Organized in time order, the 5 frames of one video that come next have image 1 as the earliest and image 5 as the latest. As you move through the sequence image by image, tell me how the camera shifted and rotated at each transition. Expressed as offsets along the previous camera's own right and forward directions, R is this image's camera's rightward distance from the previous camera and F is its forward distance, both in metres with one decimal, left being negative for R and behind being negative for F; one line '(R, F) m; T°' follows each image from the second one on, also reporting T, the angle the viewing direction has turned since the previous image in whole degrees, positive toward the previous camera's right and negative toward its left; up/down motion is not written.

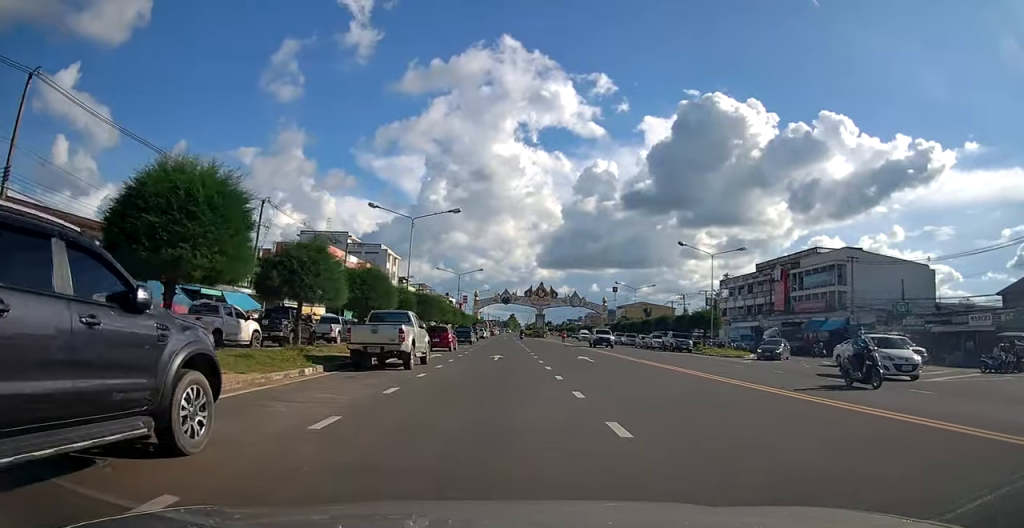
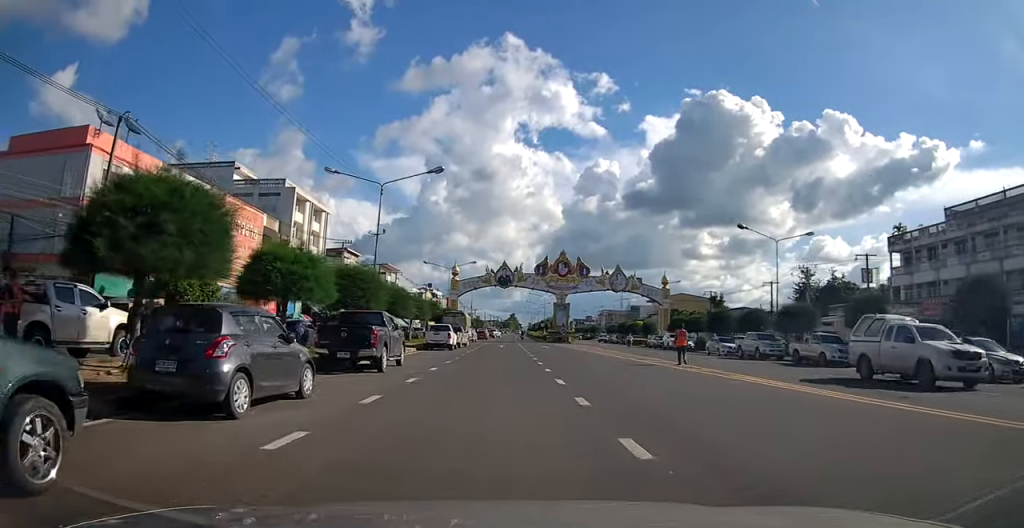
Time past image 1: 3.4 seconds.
(+0.1, +50.2) m; 0°
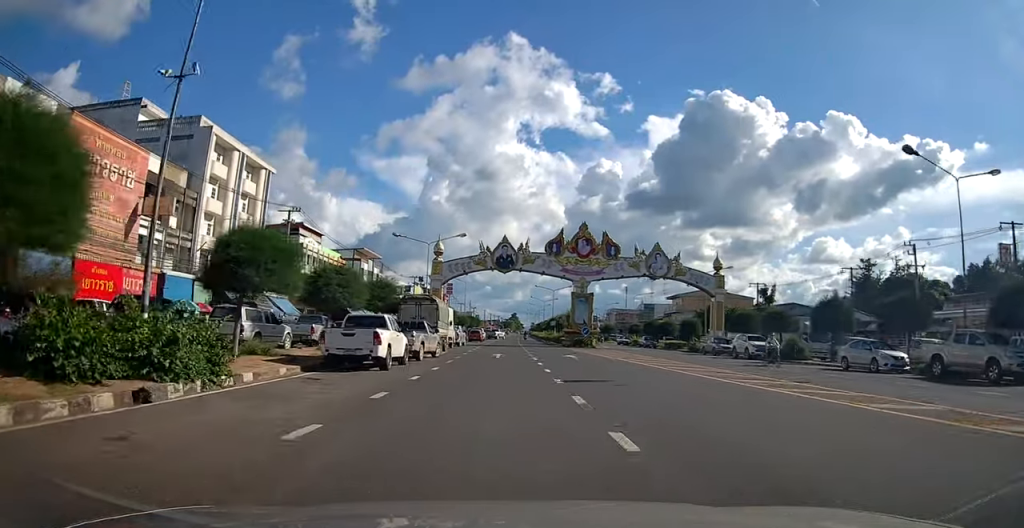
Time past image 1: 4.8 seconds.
(+0.1, +20.0) m; +2°
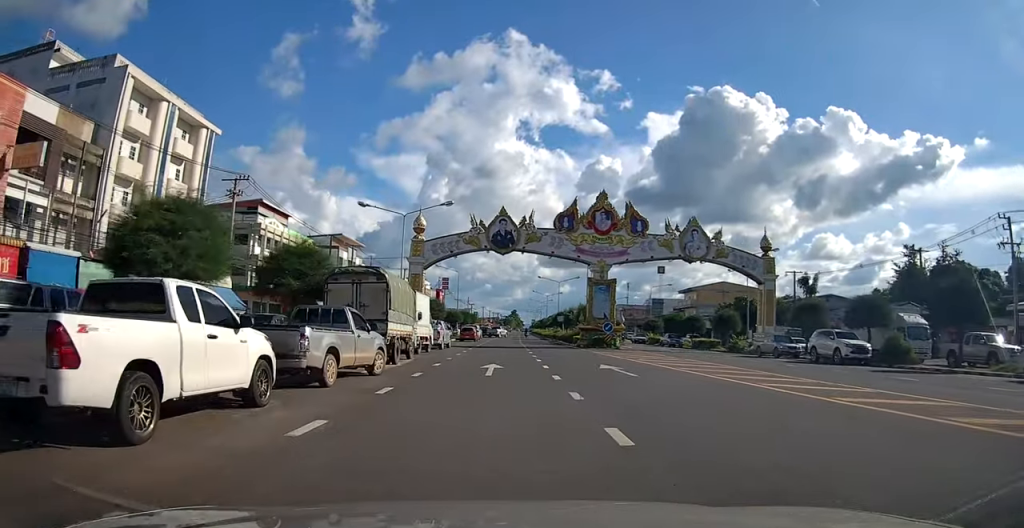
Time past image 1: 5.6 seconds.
(+0.3, +11.9) m; 0°
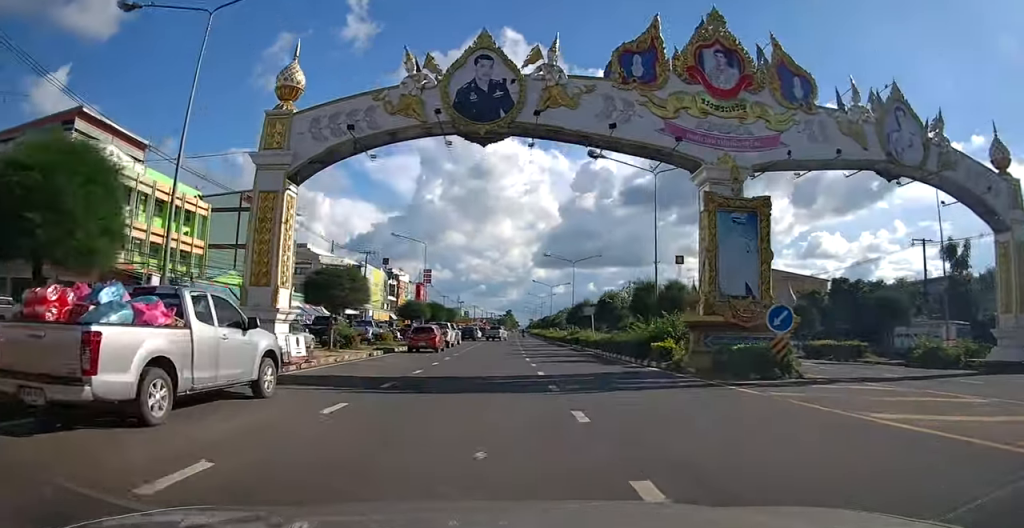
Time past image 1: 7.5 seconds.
(-1.6, +27.3) m; -4°
